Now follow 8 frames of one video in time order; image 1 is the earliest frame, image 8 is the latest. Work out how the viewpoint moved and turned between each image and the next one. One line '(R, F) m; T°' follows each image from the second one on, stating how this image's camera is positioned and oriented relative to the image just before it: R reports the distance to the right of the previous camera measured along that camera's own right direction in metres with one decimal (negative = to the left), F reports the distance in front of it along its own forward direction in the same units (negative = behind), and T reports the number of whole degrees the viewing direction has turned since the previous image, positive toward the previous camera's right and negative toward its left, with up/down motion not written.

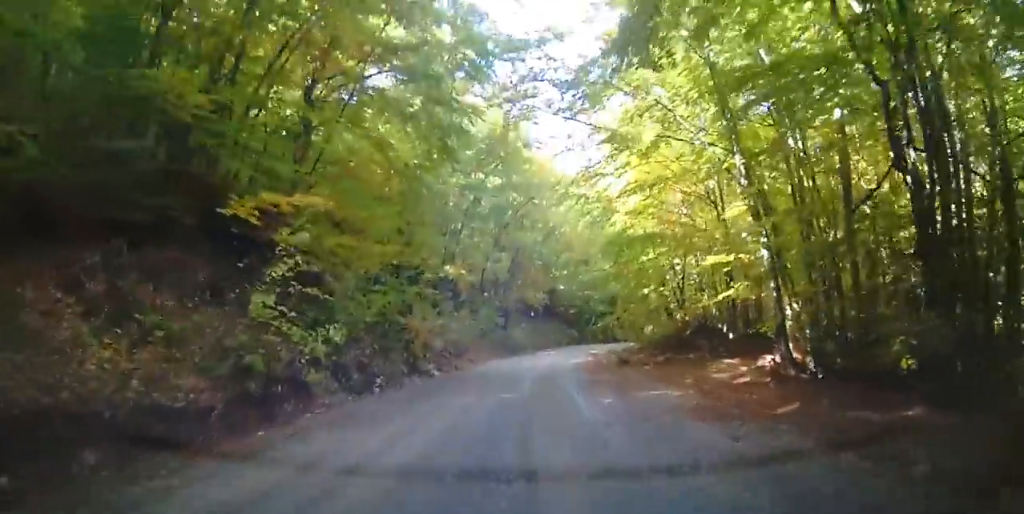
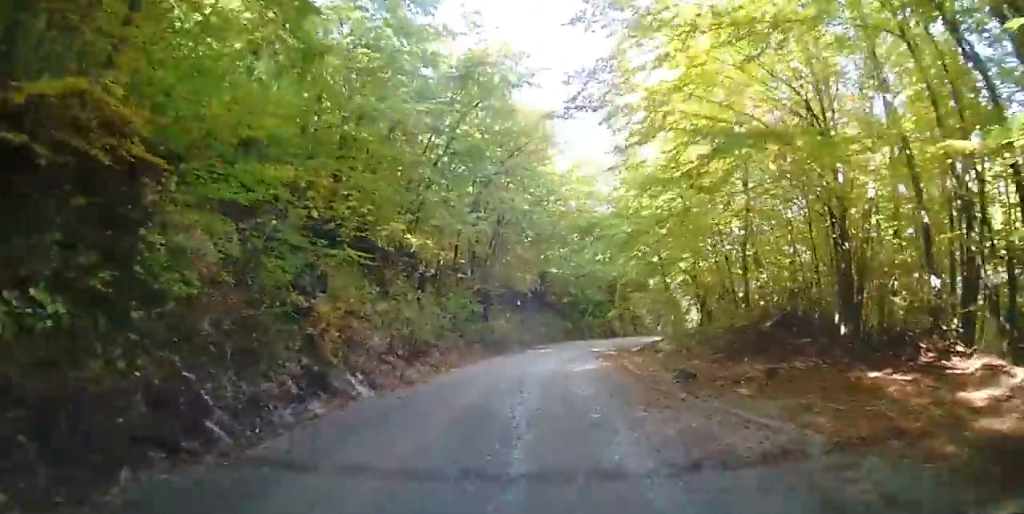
(-0.4, +8.2) m; 0°
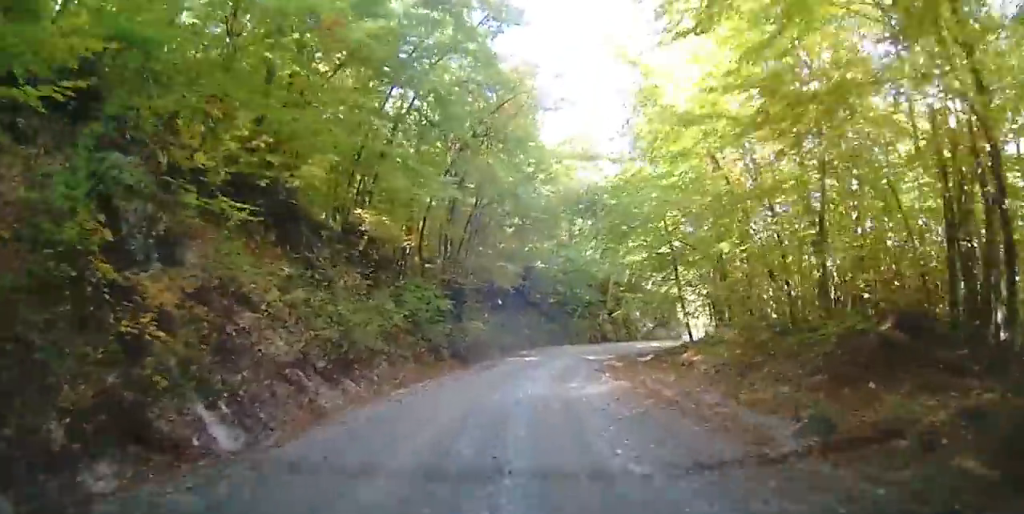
(0.0, +5.4) m; +3°
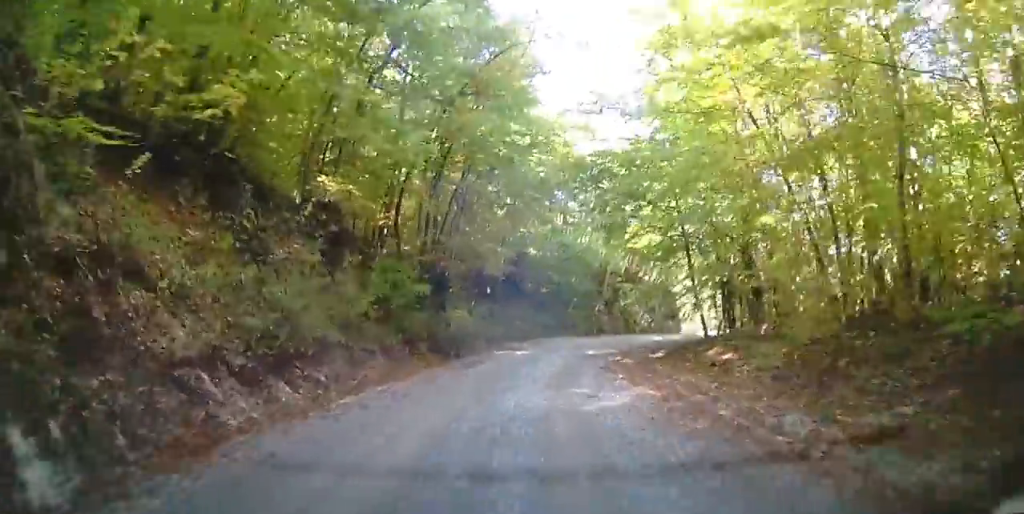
(+0.2, +2.9) m; +1°
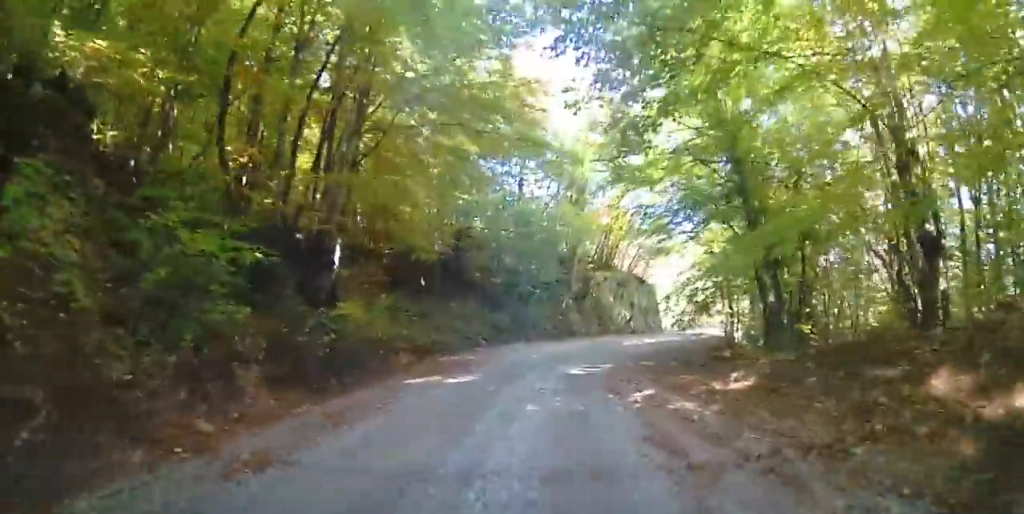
(+0.2, +9.3) m; +6°
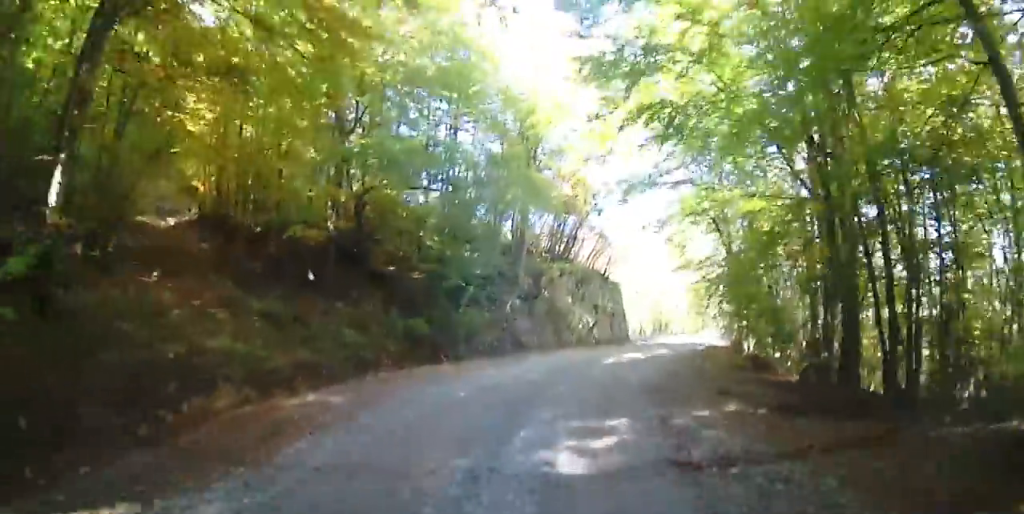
(+0.9, +8.7) m; +9°
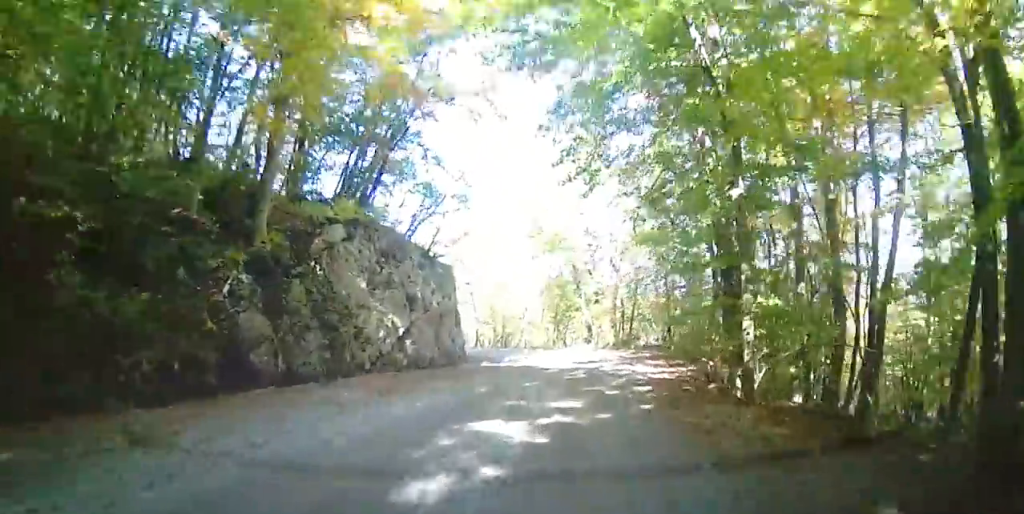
(-0.1, +13.6) m; +7°
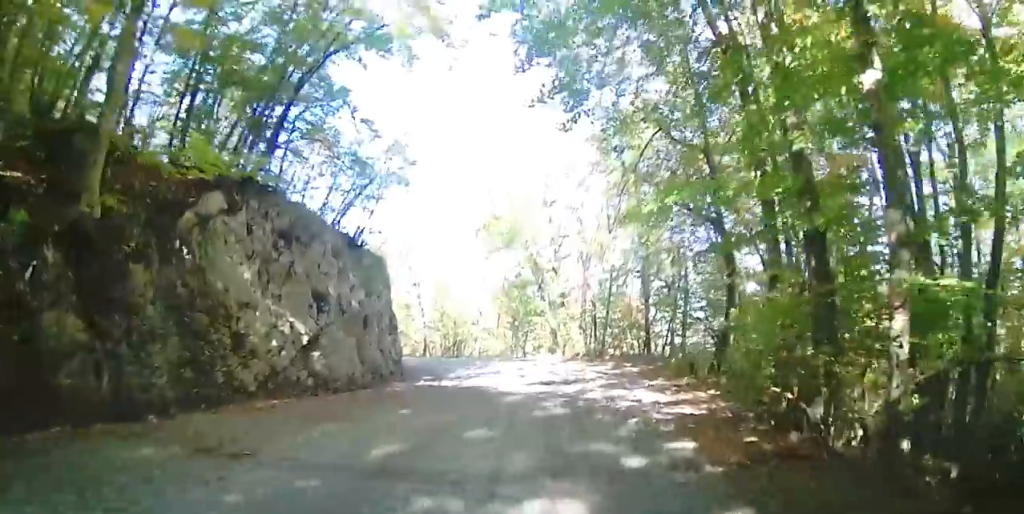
(+0.6, +5.0) m; +4°
